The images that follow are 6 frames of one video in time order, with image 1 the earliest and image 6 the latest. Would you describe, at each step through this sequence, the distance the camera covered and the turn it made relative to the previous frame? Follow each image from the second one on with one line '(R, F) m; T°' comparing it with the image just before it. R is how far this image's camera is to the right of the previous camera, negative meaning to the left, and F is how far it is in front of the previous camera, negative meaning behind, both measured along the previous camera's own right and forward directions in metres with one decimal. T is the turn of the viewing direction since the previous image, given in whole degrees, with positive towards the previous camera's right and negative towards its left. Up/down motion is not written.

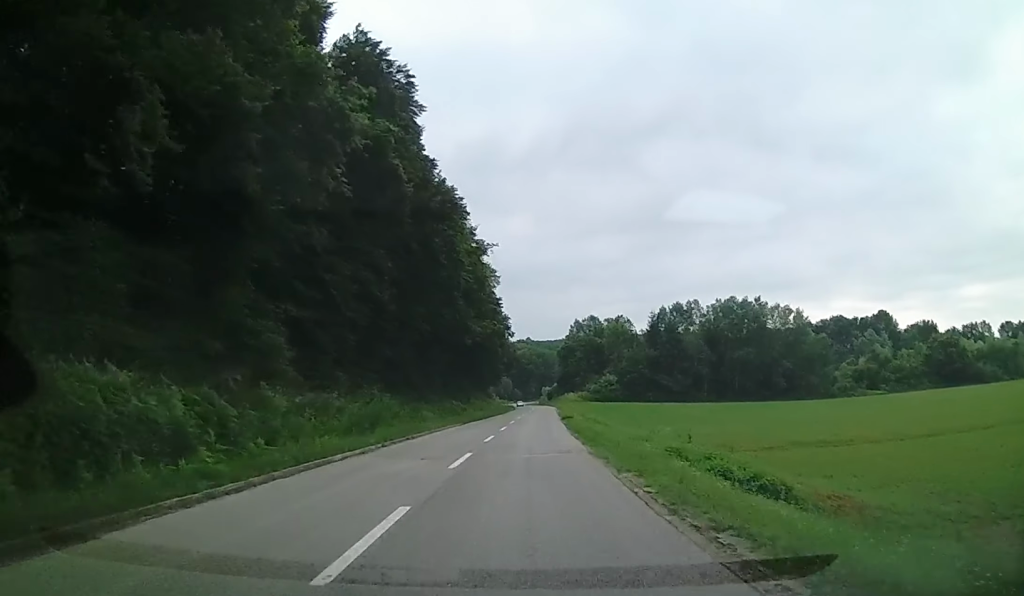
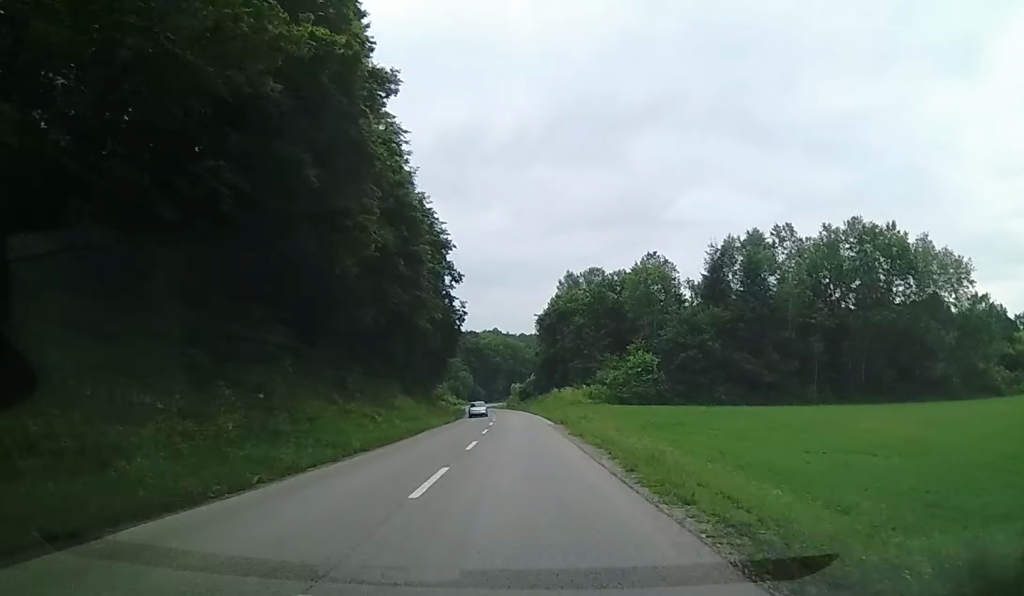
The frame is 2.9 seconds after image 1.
(+1.3, +58.6) m; +1°
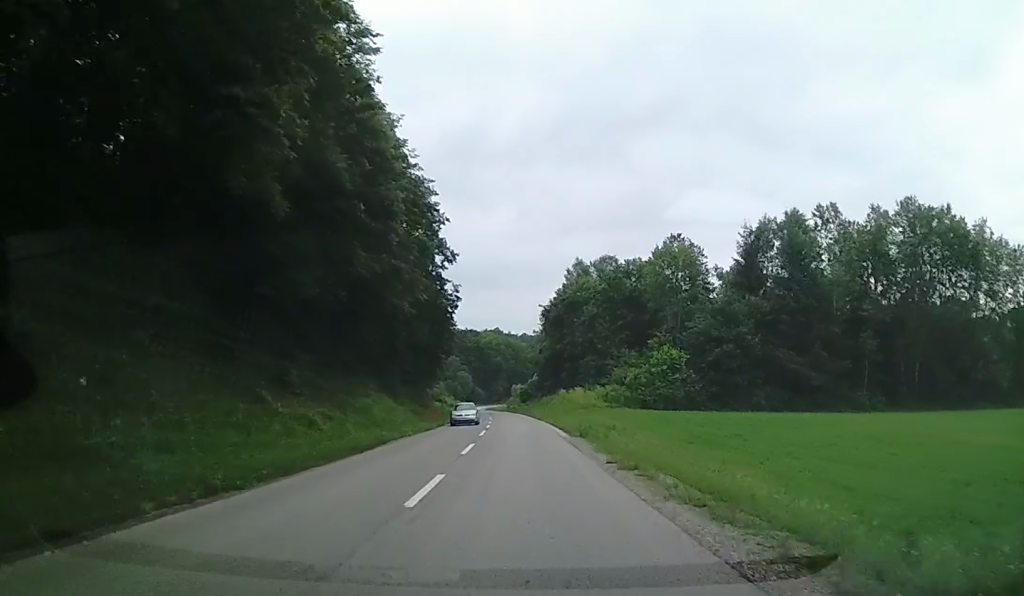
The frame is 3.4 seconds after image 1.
(-0.1, +10.4) m; 0°
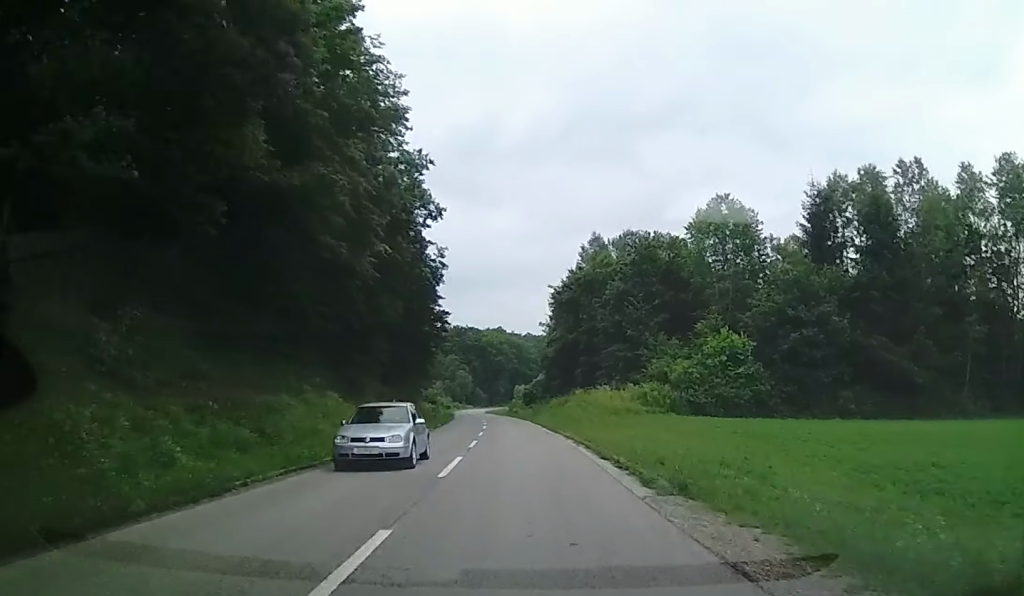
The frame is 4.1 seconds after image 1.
(-0.1, +14.4) m; 0°
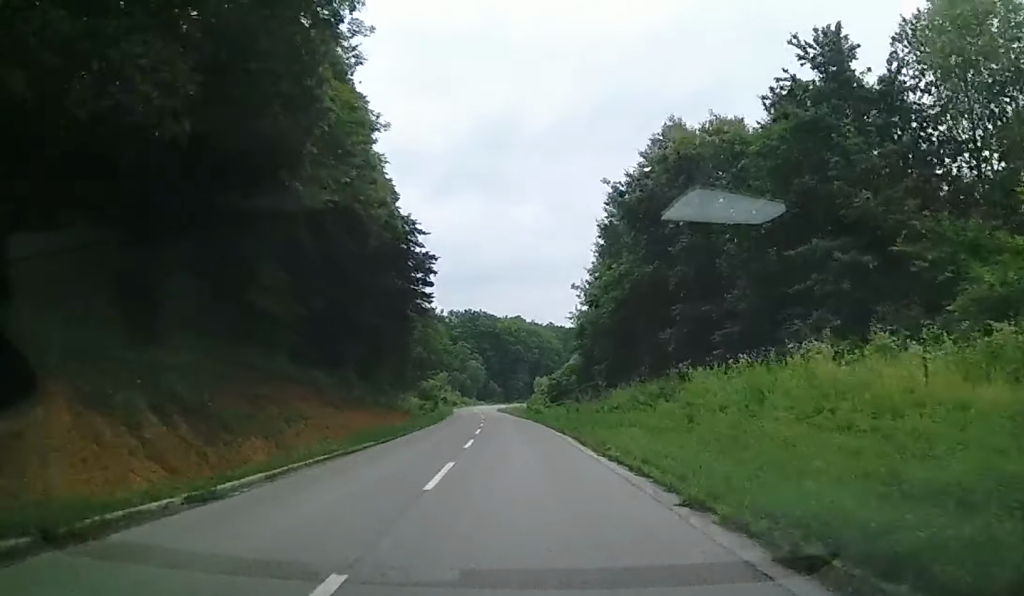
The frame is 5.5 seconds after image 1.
(-0.3, +28.9) m; -3°
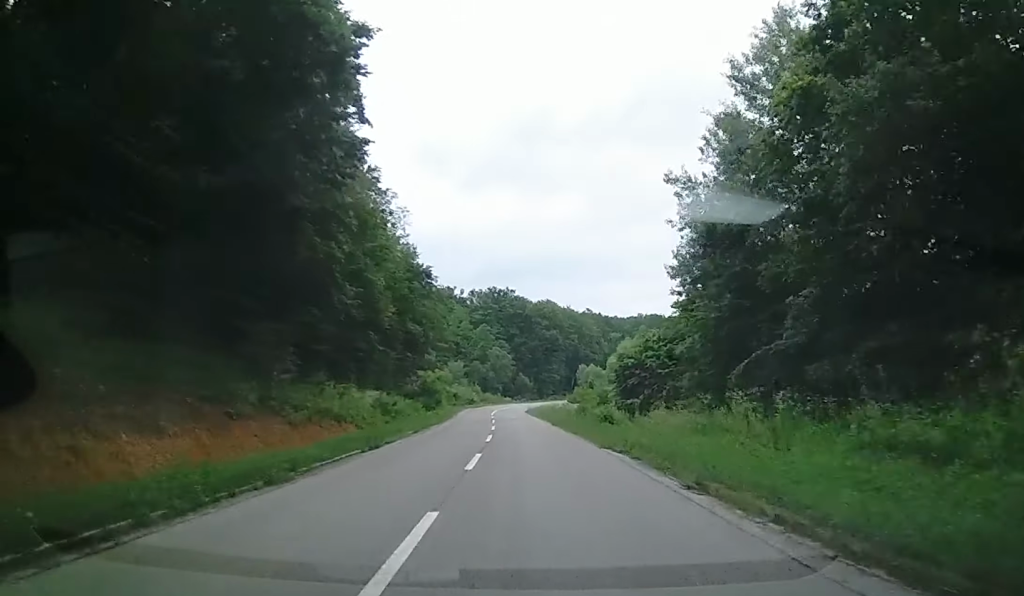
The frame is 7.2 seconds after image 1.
(-0.9, +31.8) m; -1°
